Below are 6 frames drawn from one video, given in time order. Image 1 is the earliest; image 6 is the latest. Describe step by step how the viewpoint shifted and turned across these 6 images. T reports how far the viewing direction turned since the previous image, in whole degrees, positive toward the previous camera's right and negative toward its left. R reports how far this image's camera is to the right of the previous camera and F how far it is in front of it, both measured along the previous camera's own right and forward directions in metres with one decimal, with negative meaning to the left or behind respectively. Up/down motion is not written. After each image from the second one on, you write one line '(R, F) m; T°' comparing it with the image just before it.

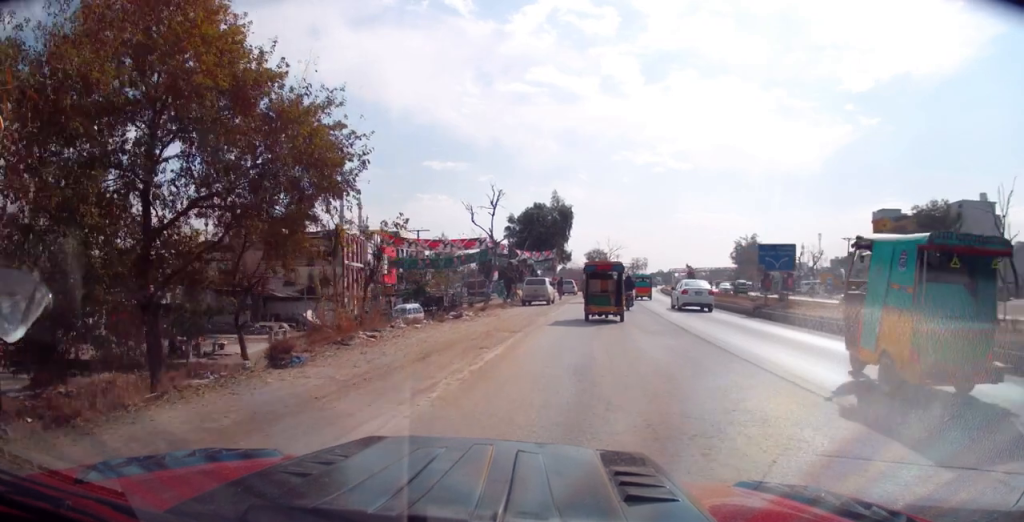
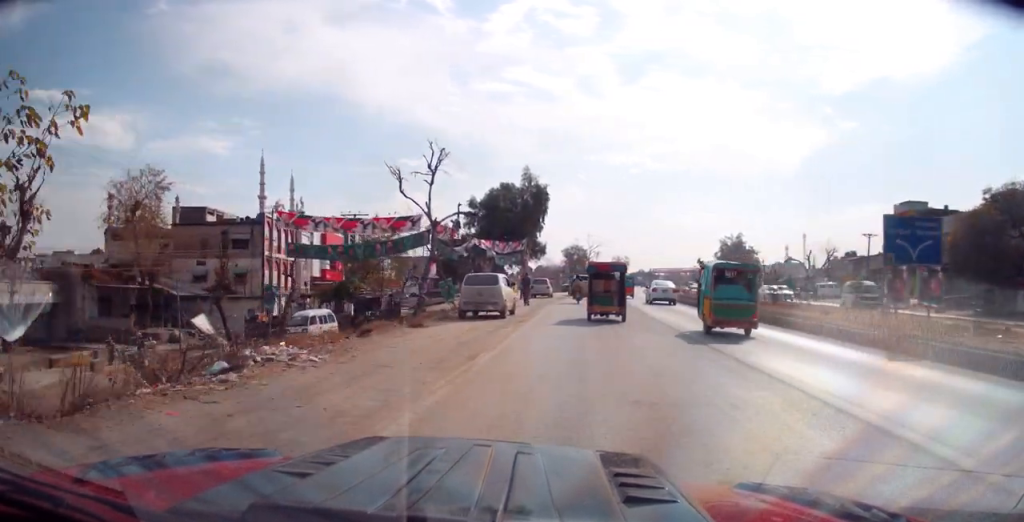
(-0.2, +13.2) m; -2°
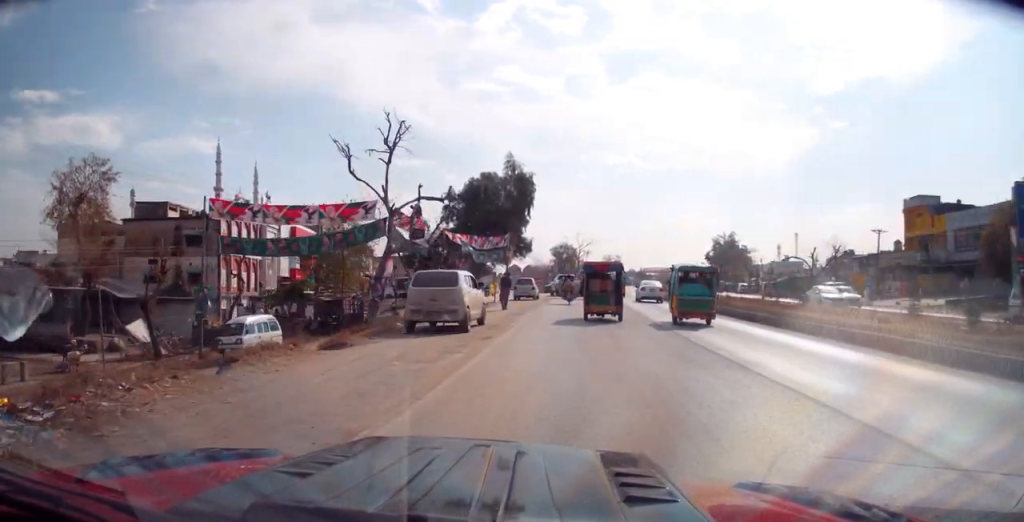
(-0.4, +5.3) m; +2°
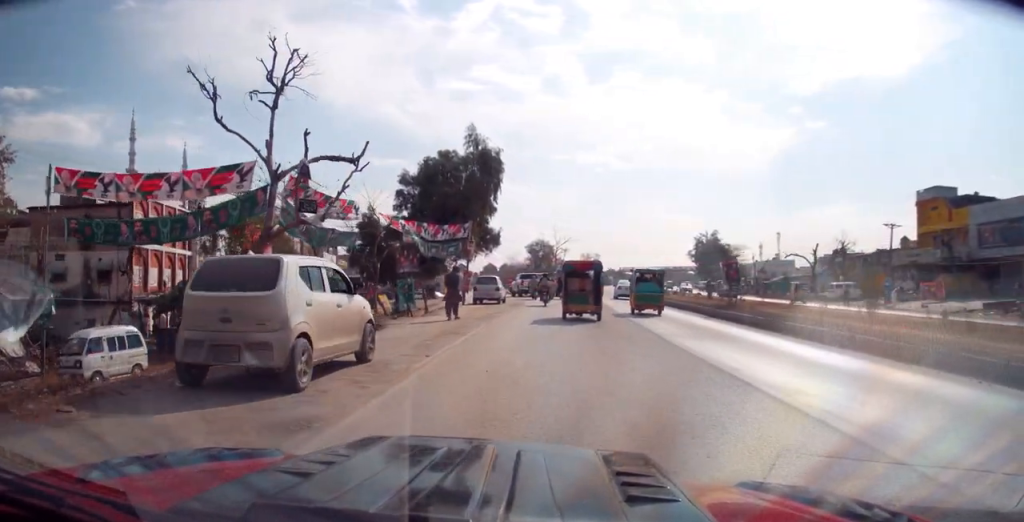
(+0.8, +8.3) m; +3°
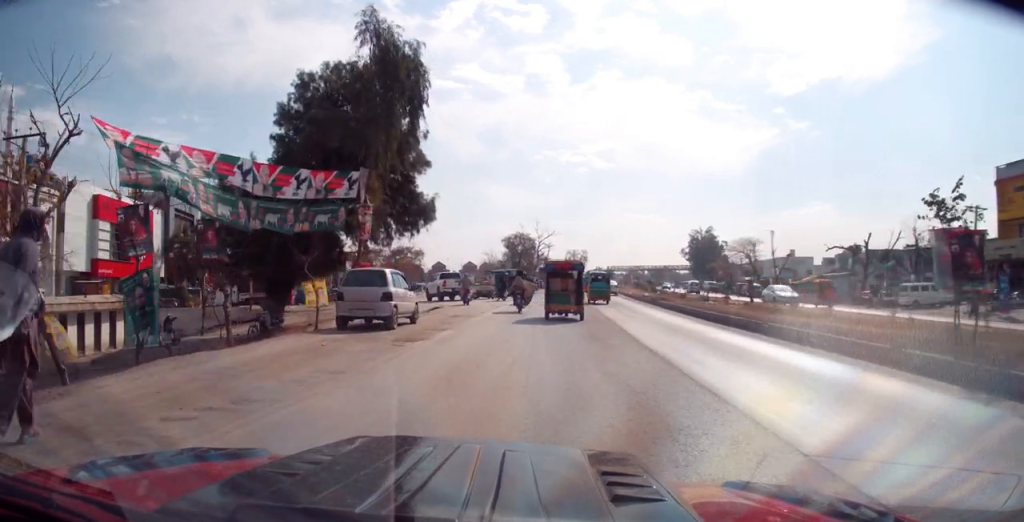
(+0.2, +17.8) m; +2°
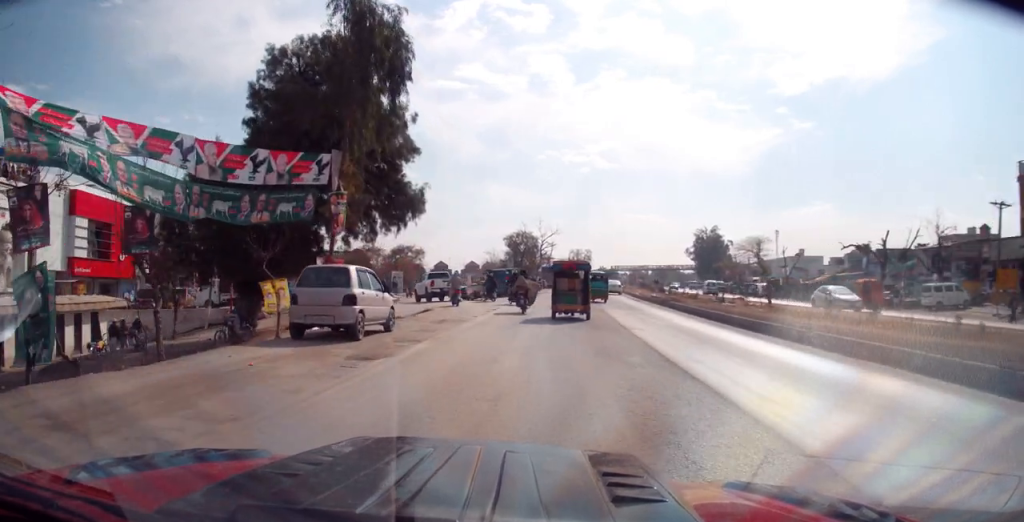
(-0.1, +3.1) m; 0°
